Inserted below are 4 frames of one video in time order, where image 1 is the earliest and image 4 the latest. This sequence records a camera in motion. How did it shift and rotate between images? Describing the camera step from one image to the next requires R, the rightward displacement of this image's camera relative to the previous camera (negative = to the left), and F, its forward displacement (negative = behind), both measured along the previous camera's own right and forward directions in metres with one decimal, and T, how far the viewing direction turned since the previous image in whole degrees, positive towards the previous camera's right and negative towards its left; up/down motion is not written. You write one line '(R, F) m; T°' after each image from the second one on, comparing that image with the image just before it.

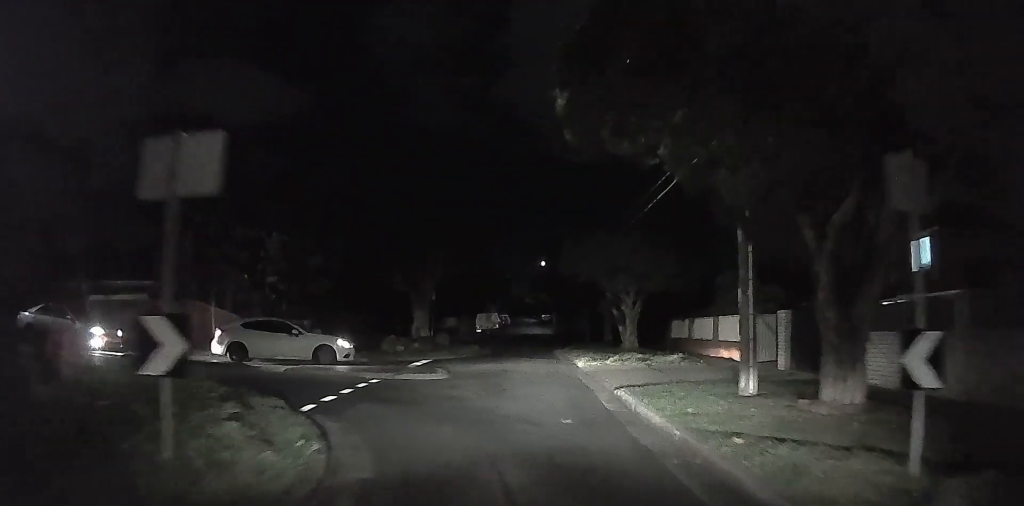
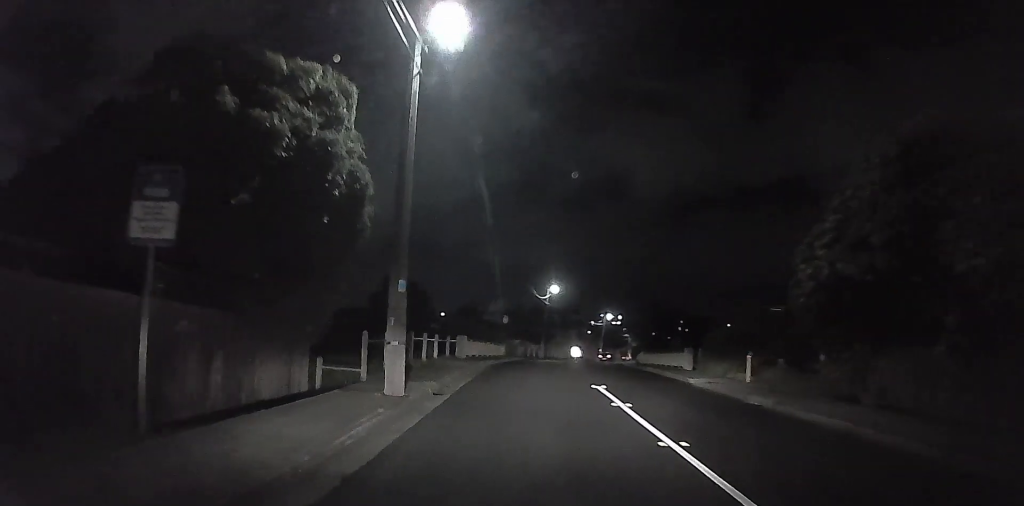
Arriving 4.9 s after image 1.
(-5.9, +39.3) m; -6°
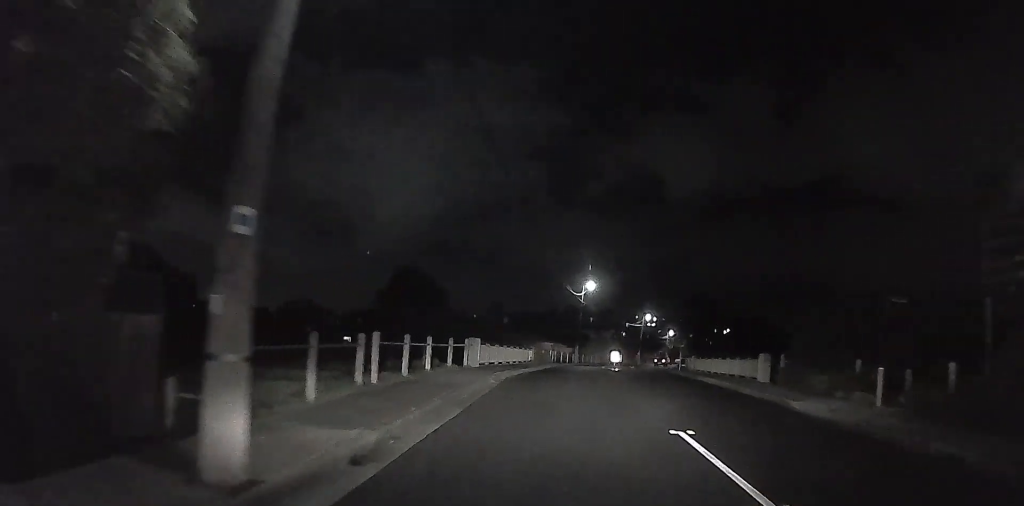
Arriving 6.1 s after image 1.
(-0.3, +8.8) m; -4°
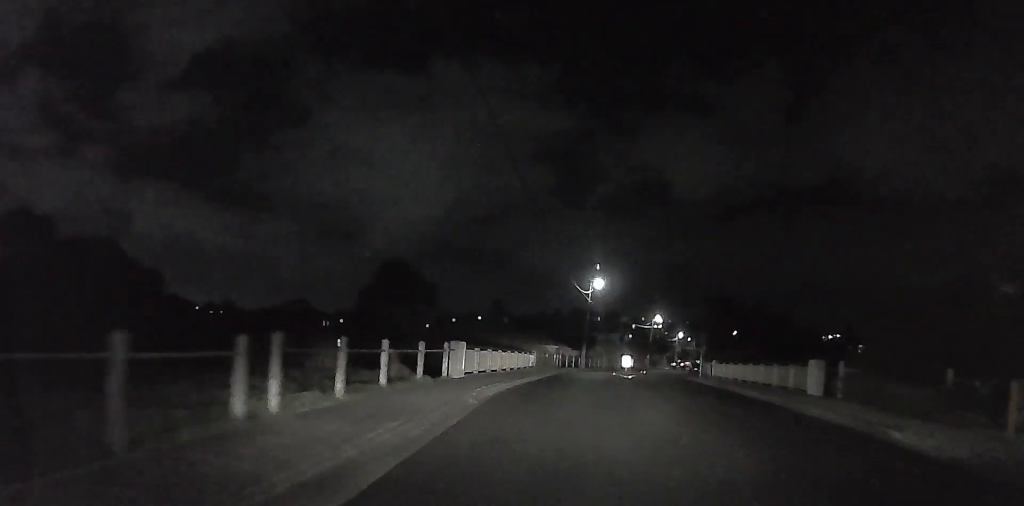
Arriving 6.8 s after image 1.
(-0.1, +6.1) m; 0°
